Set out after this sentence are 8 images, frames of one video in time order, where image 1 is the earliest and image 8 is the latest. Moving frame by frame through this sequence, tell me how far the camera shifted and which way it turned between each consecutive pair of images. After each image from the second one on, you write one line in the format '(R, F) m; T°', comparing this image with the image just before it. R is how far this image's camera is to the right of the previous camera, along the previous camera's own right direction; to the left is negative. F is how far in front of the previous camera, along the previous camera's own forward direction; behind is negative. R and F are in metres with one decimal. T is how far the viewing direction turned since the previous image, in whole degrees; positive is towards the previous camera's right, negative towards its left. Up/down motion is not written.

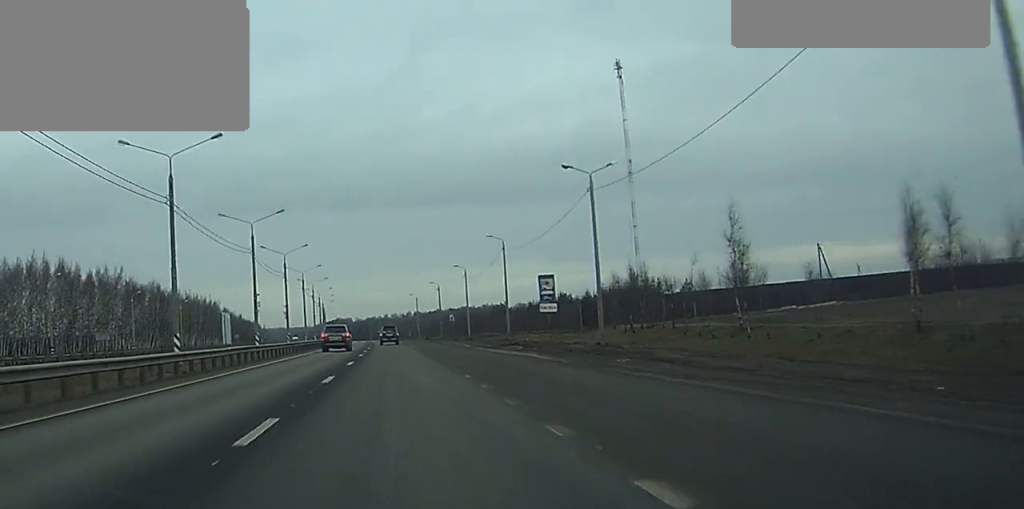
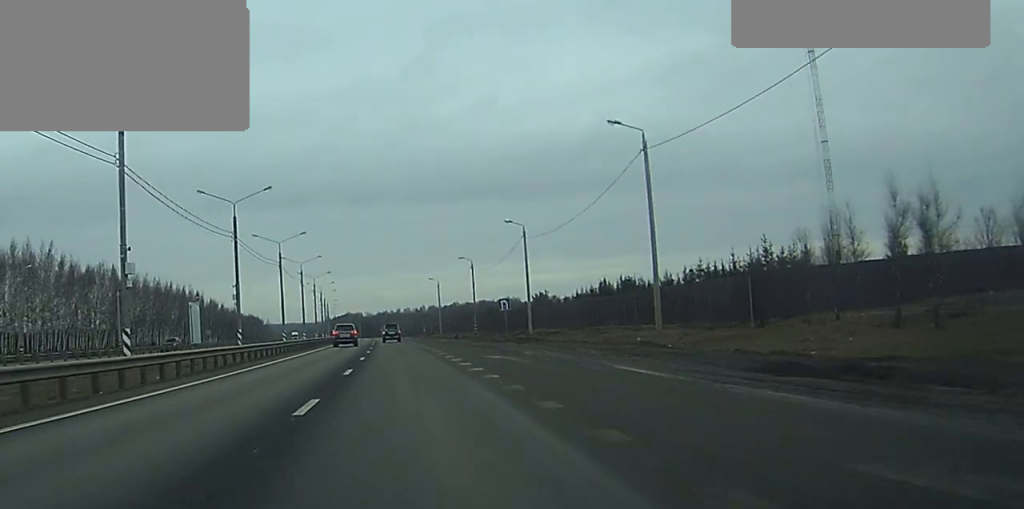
(-0.4, +44.6) m; -1°
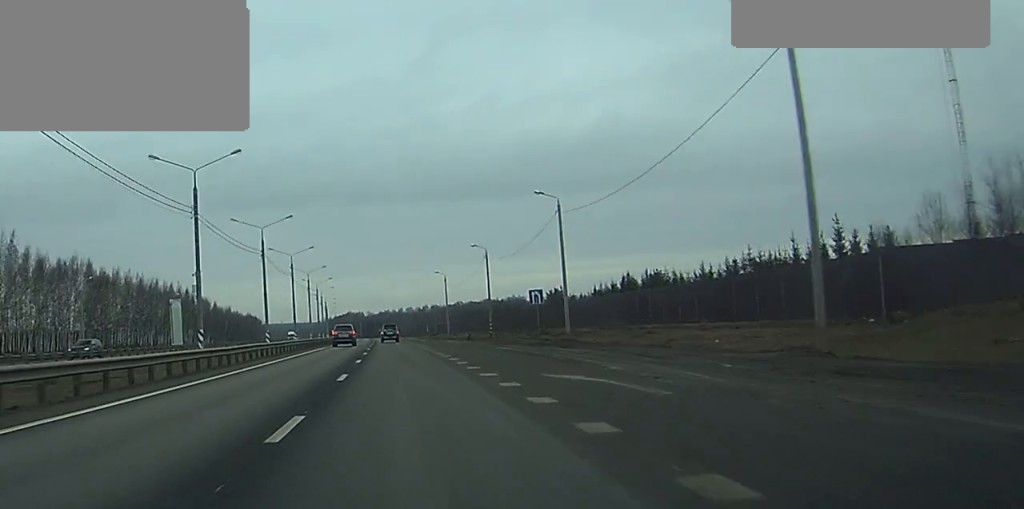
(0.0, +15.3) m; 0°
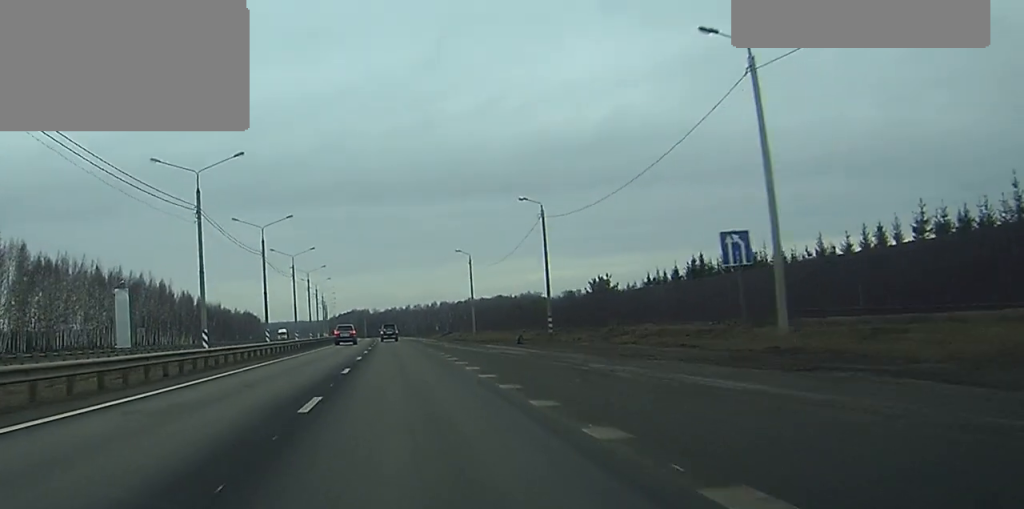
(-0.1, +32.7) m; 0°
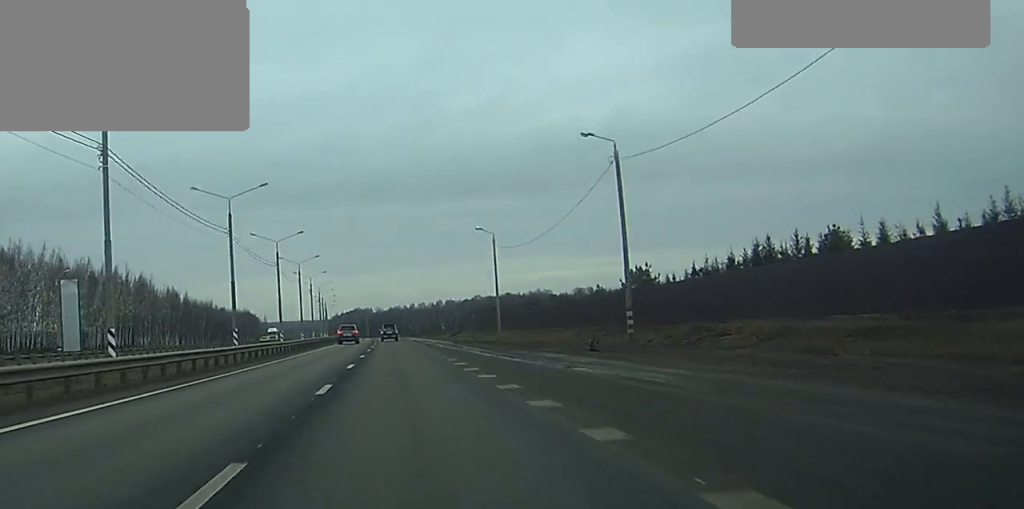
(-0.1, +20.3) m; 0°
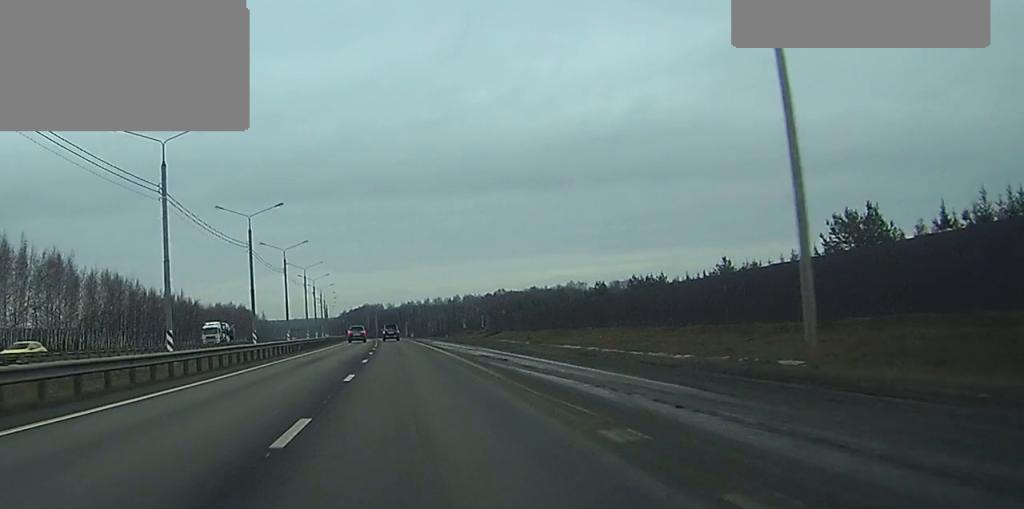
(-0.5, +56.0) m; -1°
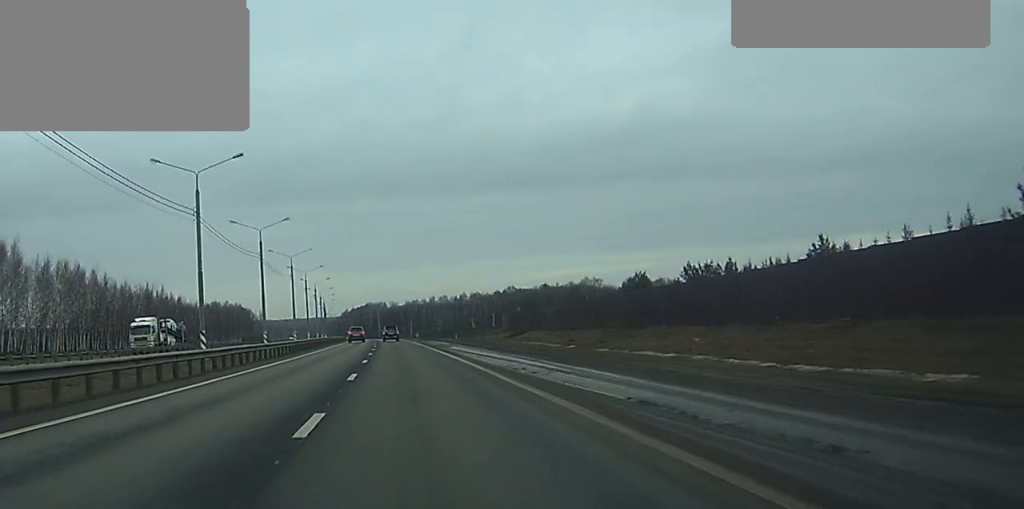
(0.0, +23.2) m; 0°
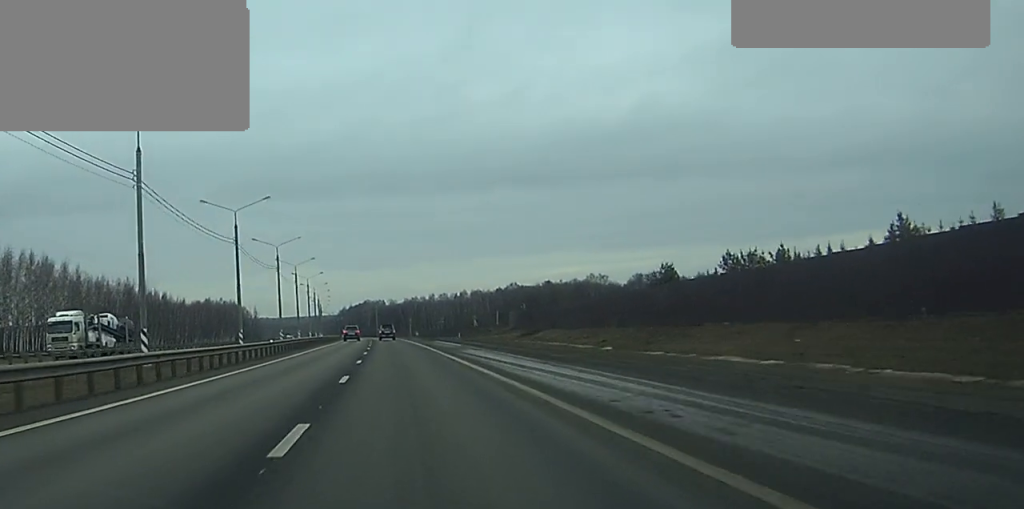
(0.0, +13.6) m; 0°
